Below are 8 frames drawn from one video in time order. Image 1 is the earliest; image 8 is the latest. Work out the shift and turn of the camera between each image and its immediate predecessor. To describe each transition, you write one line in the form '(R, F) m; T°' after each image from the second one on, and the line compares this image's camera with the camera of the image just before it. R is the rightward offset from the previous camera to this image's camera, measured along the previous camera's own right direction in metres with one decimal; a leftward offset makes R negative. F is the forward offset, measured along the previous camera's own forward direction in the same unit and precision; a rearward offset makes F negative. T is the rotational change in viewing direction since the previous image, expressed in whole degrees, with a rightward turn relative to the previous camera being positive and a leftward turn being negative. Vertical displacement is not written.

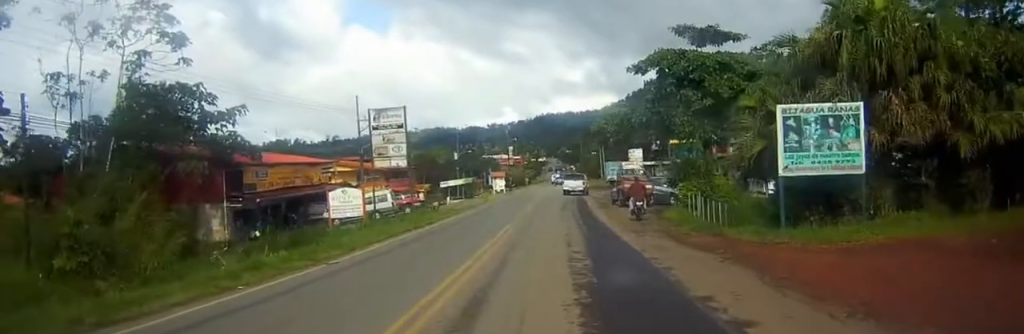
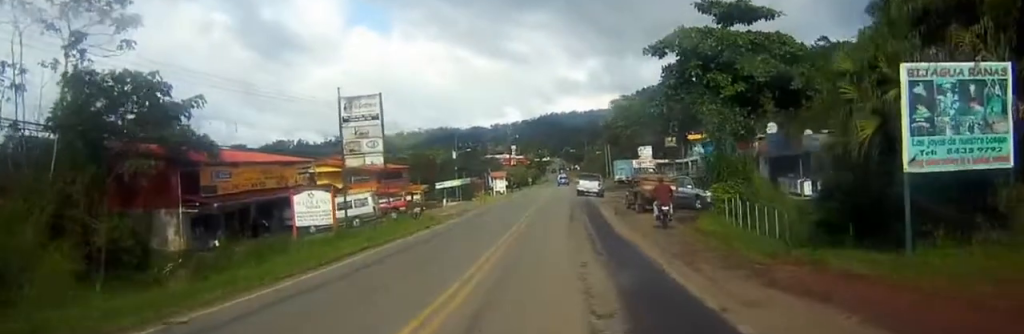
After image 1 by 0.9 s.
(0.0, +5.4) m; 0°
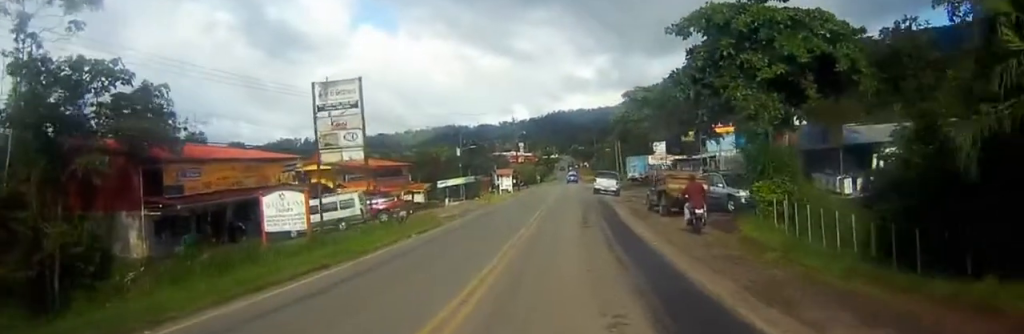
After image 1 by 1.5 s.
(0.0, +4.3) m; 0°
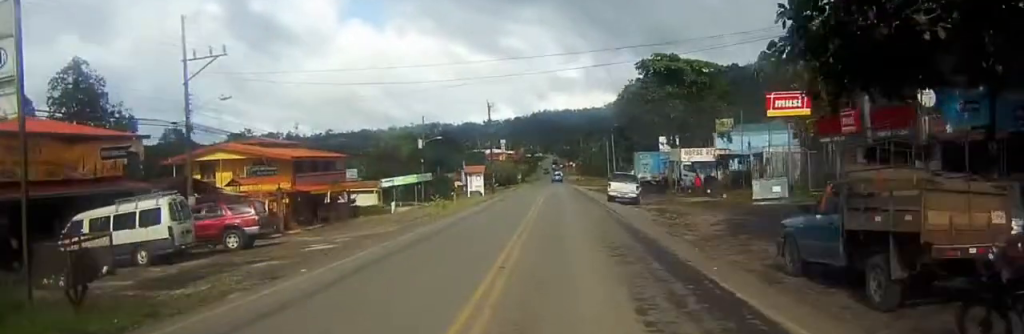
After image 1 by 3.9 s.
(-0.2, +18.1) m; 0°
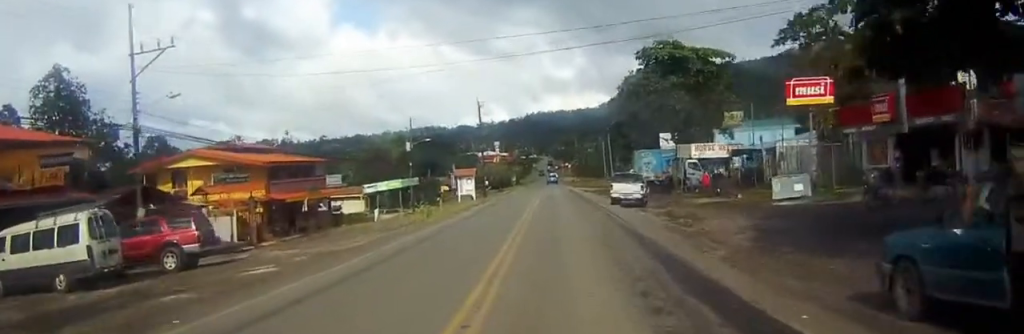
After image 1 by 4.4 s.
(+0.1, +3.9) m; +1°
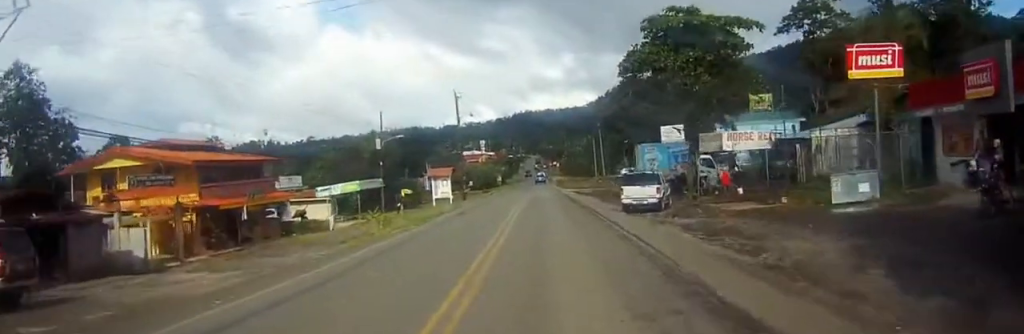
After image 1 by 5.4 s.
(+0.1, +8.1) m; +1°
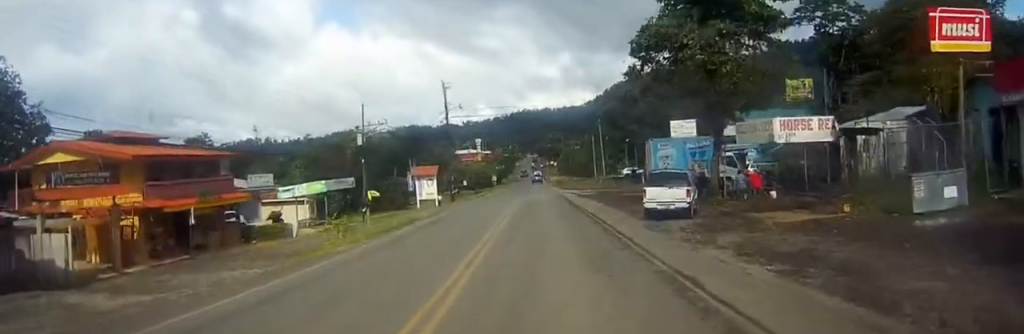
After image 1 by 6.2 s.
(0.0, +6.1) m; 0°
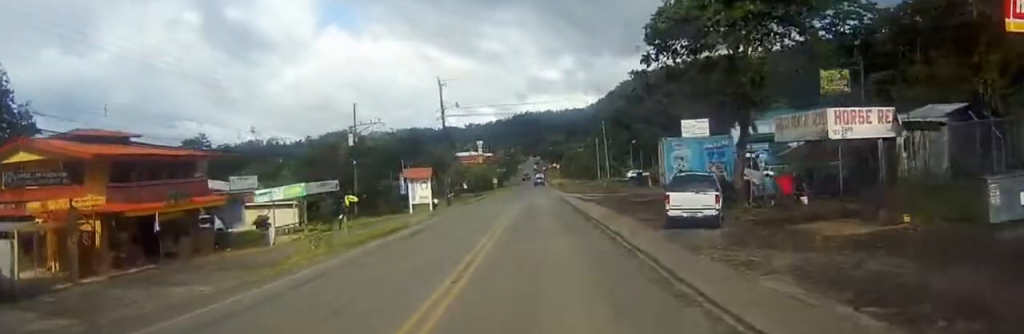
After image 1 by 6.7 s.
(0.0, +3.7) m; 0°
